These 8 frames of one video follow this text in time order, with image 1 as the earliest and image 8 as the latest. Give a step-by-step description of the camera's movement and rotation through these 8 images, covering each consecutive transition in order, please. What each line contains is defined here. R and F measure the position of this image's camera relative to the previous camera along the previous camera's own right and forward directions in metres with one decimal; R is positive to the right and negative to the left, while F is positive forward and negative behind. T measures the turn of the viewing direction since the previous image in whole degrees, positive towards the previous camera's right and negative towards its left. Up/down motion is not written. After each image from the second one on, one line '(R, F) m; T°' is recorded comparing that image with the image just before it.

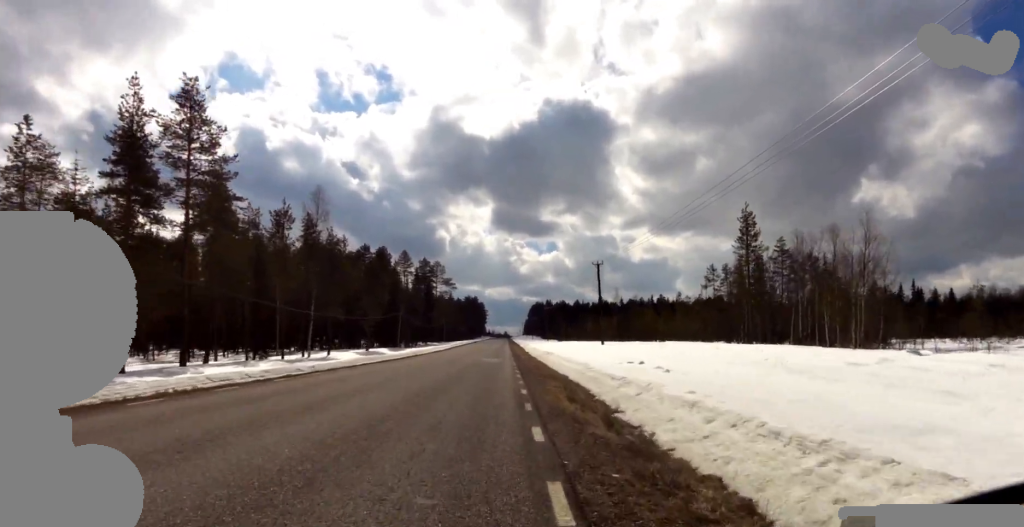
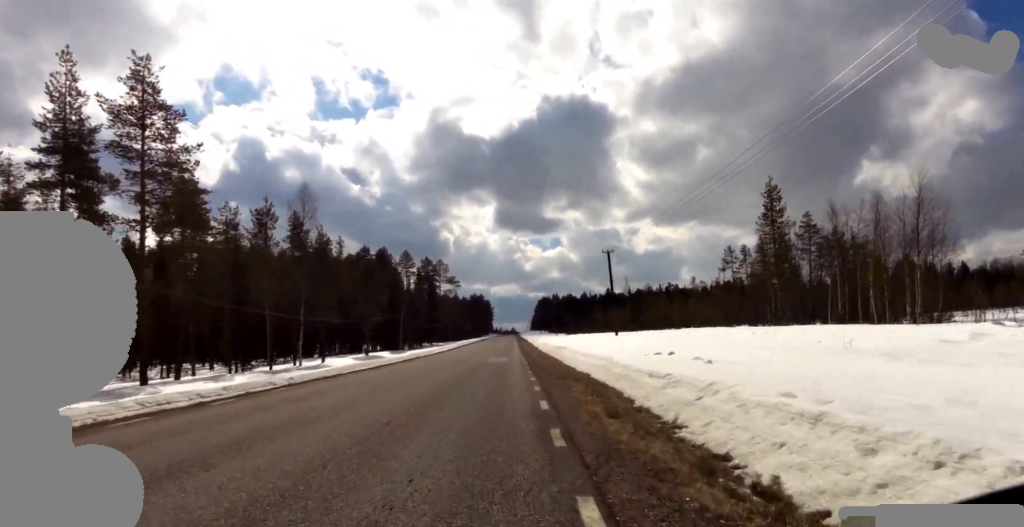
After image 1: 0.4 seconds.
(+0.4, +3.6) m; 0°
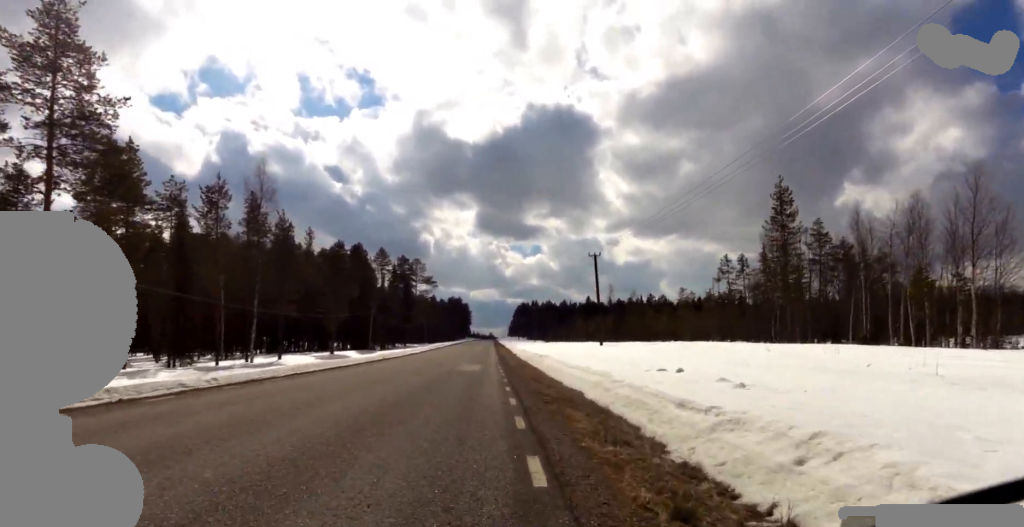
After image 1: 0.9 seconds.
(-0.1, +4.2) m; -1°
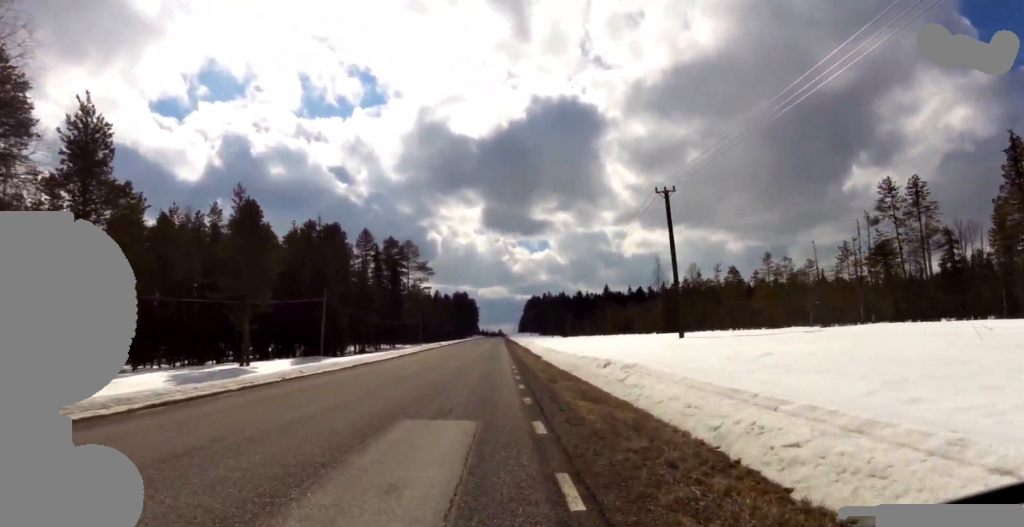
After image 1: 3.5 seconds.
(-0.4, +21.1) m; +4°
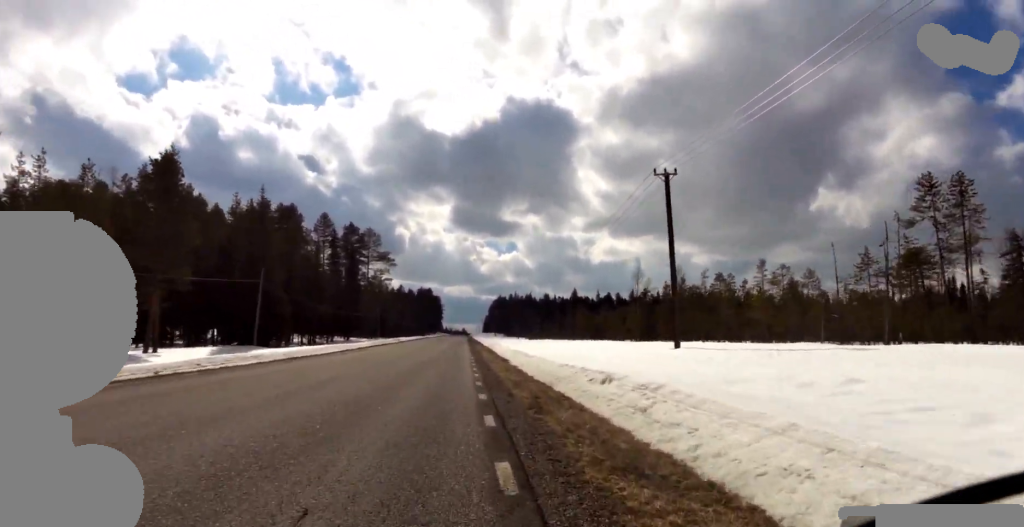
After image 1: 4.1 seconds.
(+0.2, +5.5) m; -1°
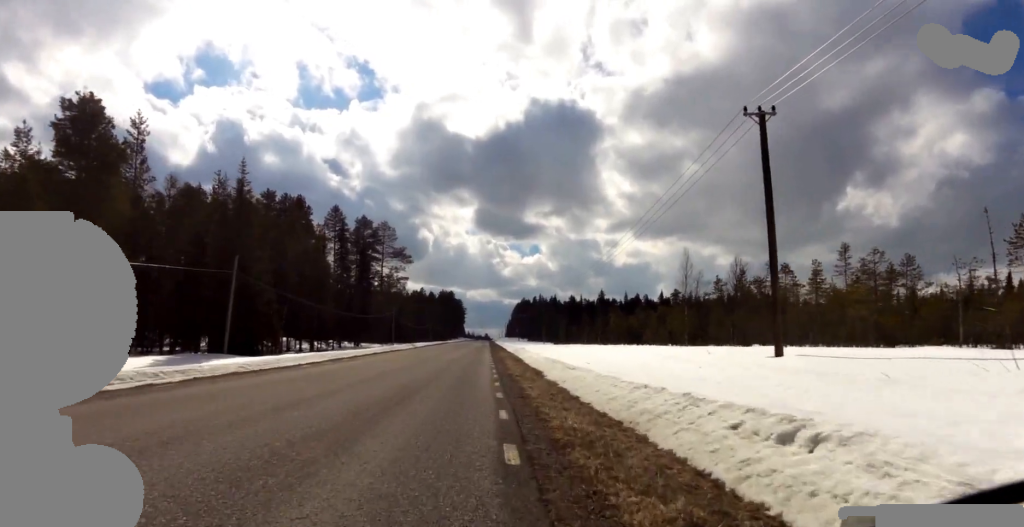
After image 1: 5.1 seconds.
(-0.1, +7.7) m; -2°
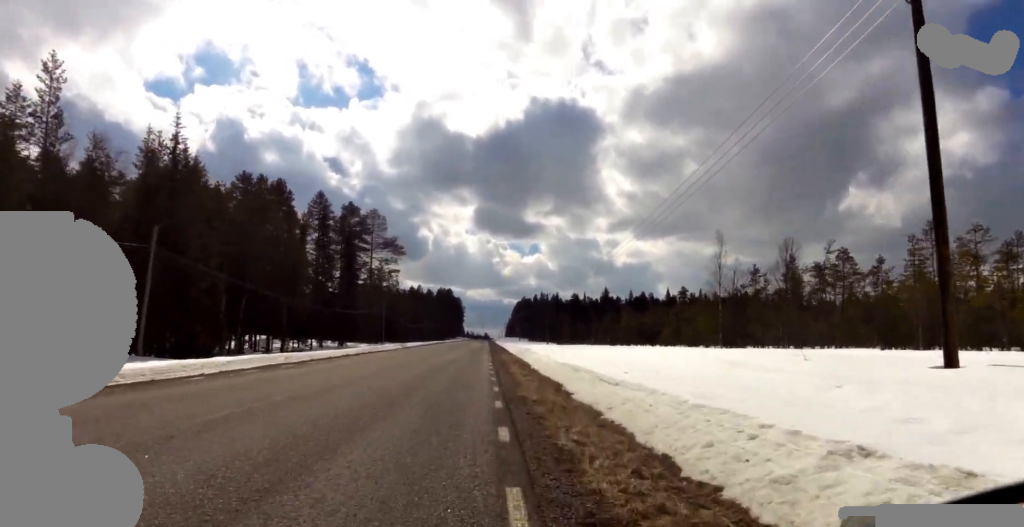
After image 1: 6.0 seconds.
(-0.2, +7.7) m; 0°
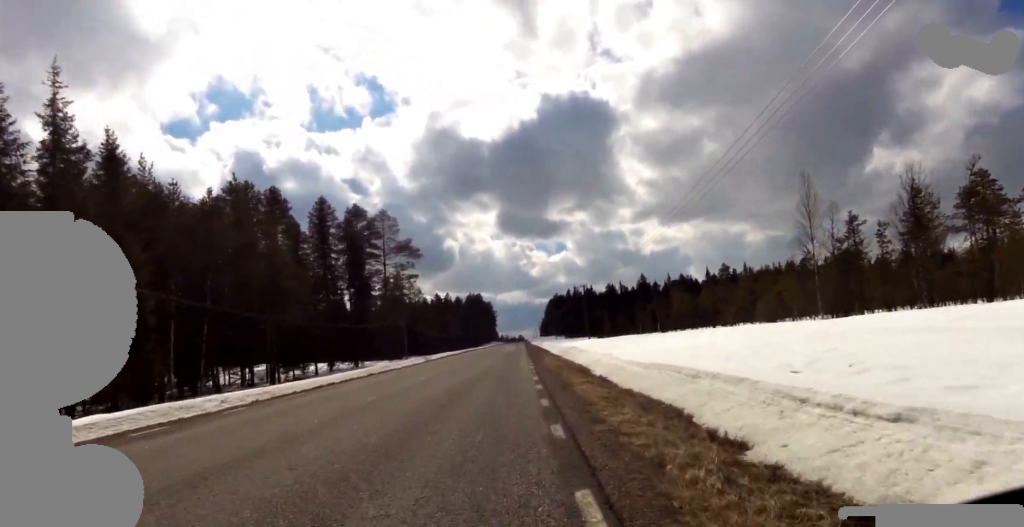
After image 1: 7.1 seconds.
(+0.2, +9.3) m; -2°
